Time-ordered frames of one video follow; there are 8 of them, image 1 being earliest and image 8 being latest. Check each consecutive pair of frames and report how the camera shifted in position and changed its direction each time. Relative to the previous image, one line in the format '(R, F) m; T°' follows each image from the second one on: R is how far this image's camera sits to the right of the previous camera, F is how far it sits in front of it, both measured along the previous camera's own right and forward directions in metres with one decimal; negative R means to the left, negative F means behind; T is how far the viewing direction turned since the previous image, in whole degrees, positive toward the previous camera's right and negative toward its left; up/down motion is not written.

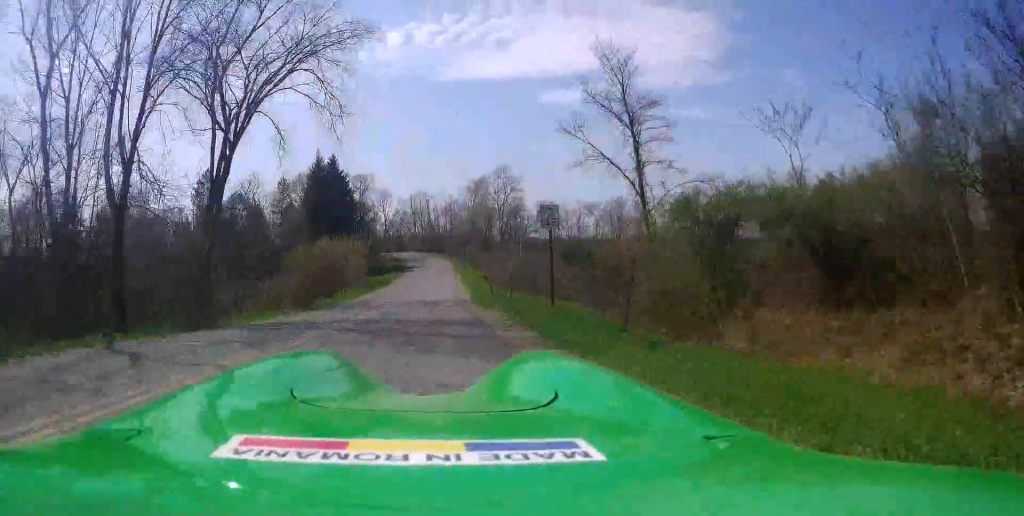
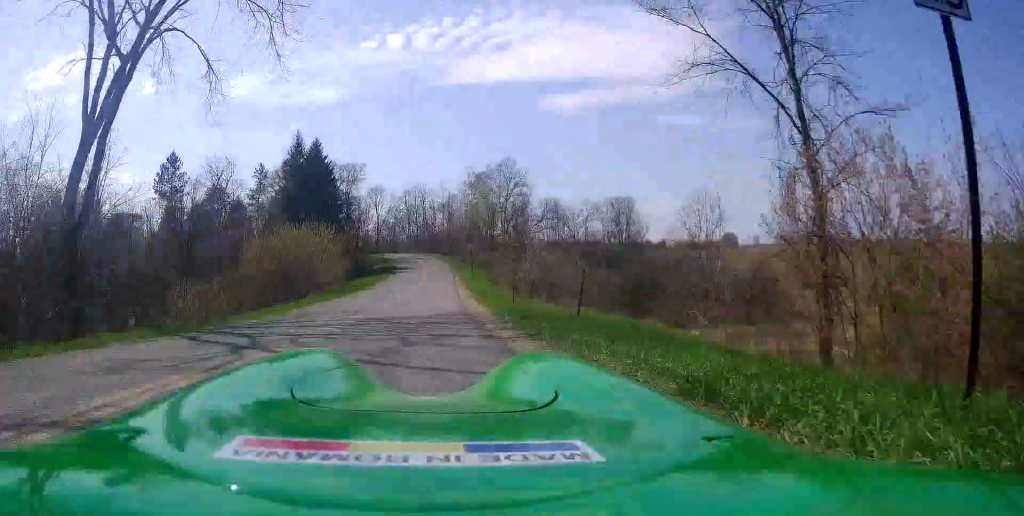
(+0.1, +12.5) m; +1°
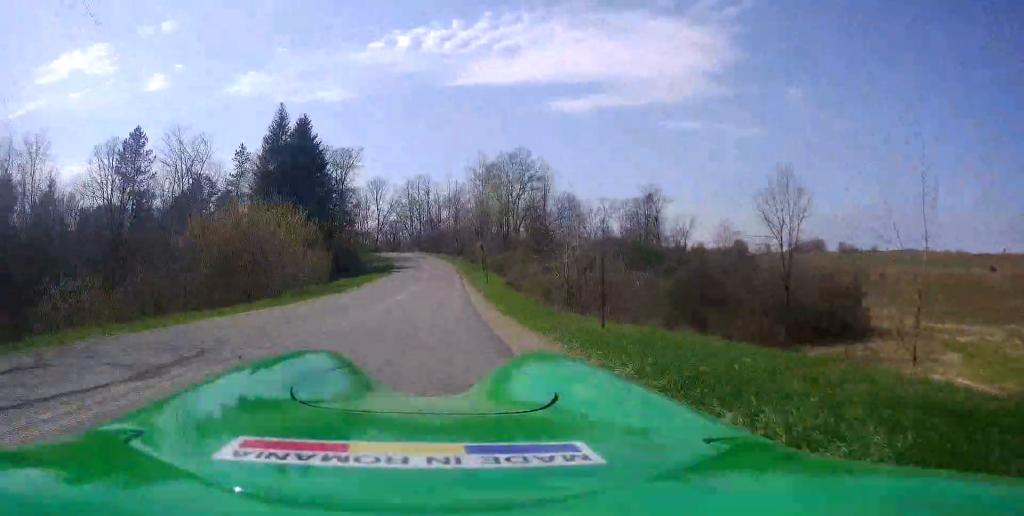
(0.0, +12.5) m; -1°
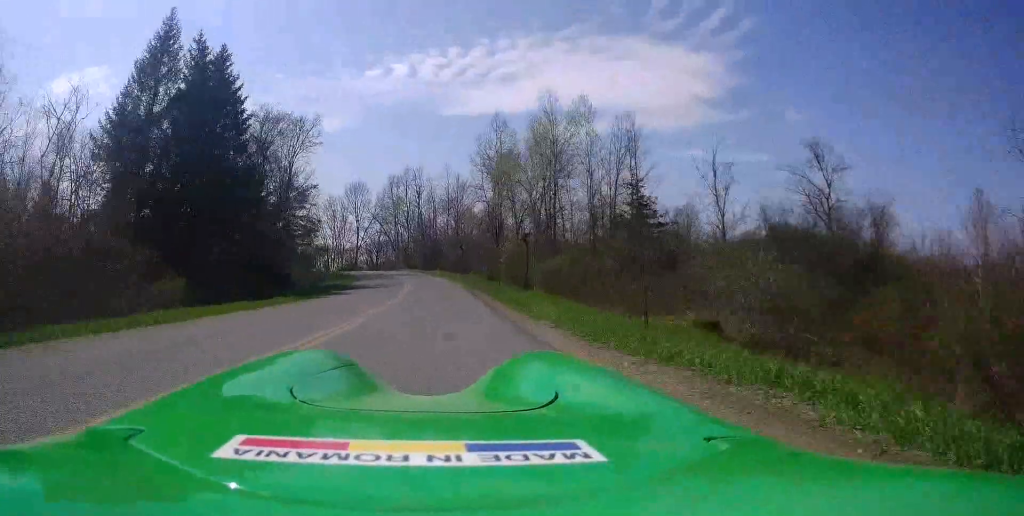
(-0.8, +31.9) m; -2°
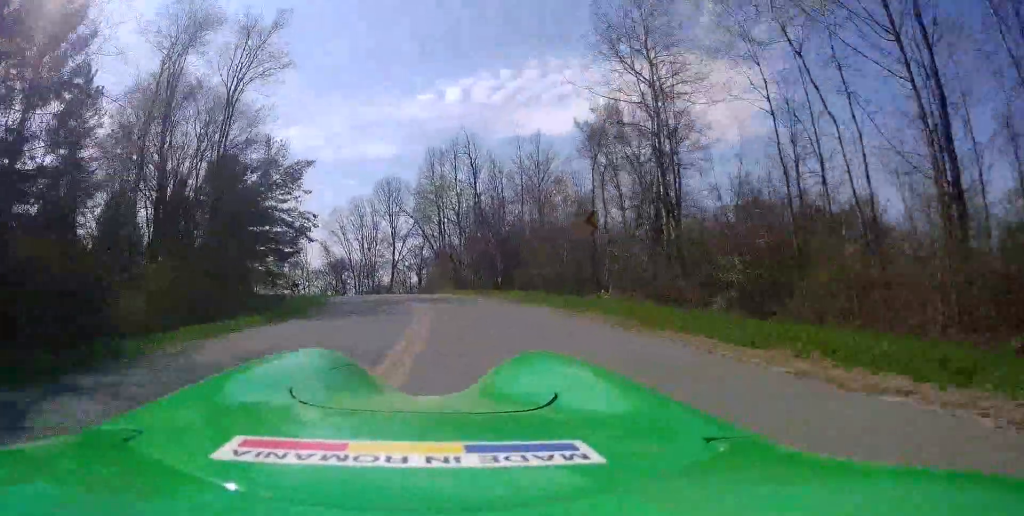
(0.0, +31.8) m; 0°
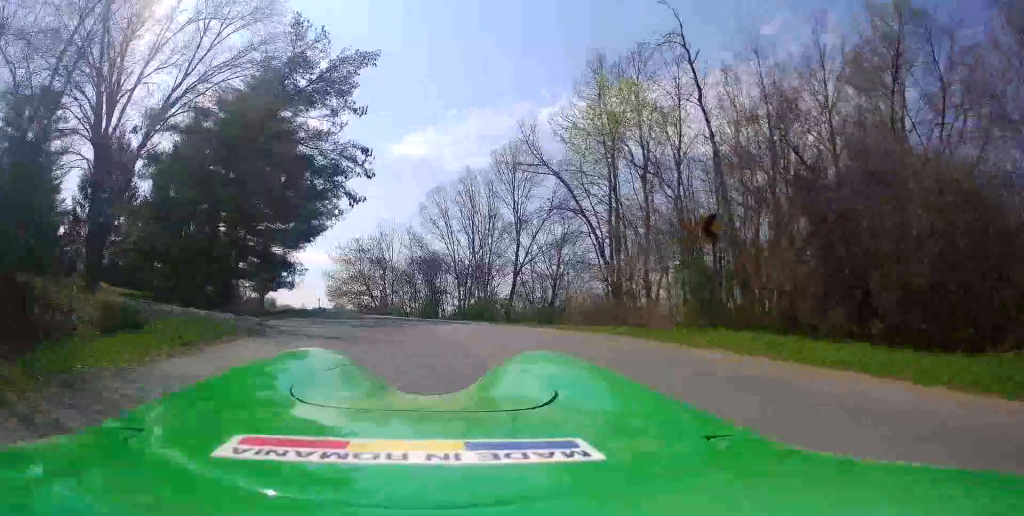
(-2.8, +26.5) m; -13°
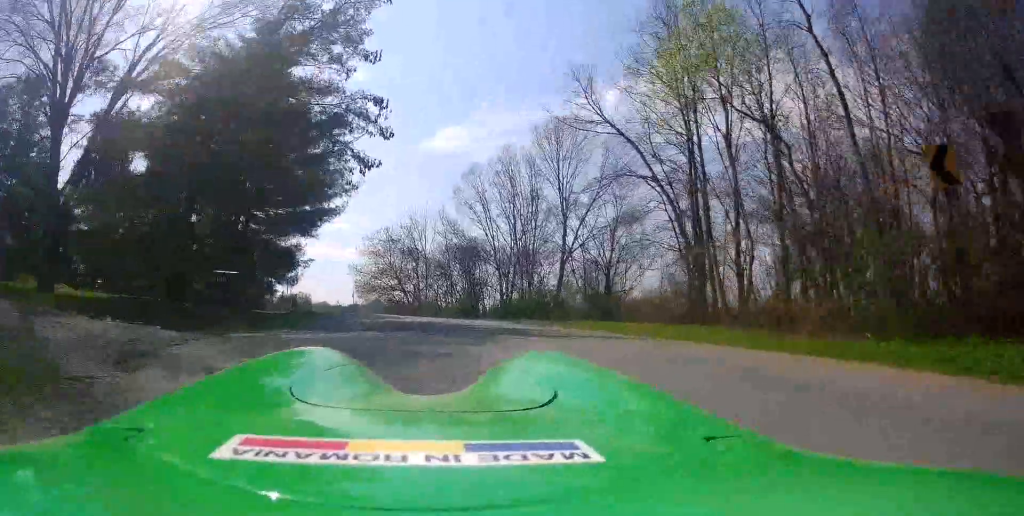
(-0.4, +6.8) m; -4°
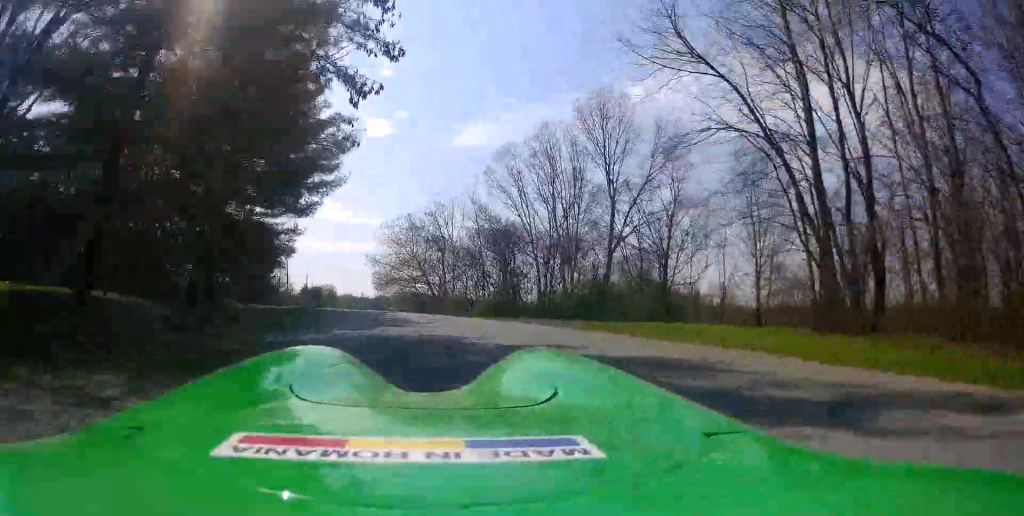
(0.0, +7.3) m; -2°
